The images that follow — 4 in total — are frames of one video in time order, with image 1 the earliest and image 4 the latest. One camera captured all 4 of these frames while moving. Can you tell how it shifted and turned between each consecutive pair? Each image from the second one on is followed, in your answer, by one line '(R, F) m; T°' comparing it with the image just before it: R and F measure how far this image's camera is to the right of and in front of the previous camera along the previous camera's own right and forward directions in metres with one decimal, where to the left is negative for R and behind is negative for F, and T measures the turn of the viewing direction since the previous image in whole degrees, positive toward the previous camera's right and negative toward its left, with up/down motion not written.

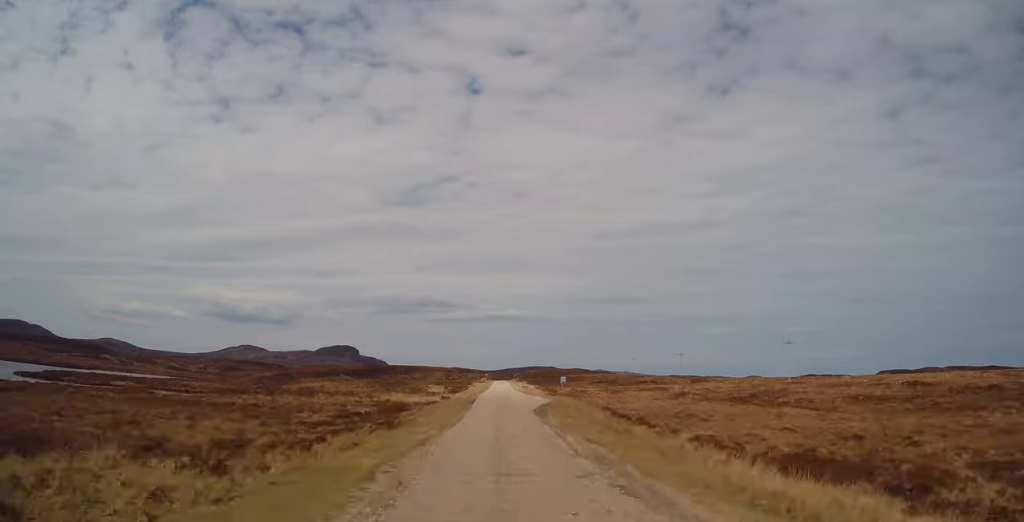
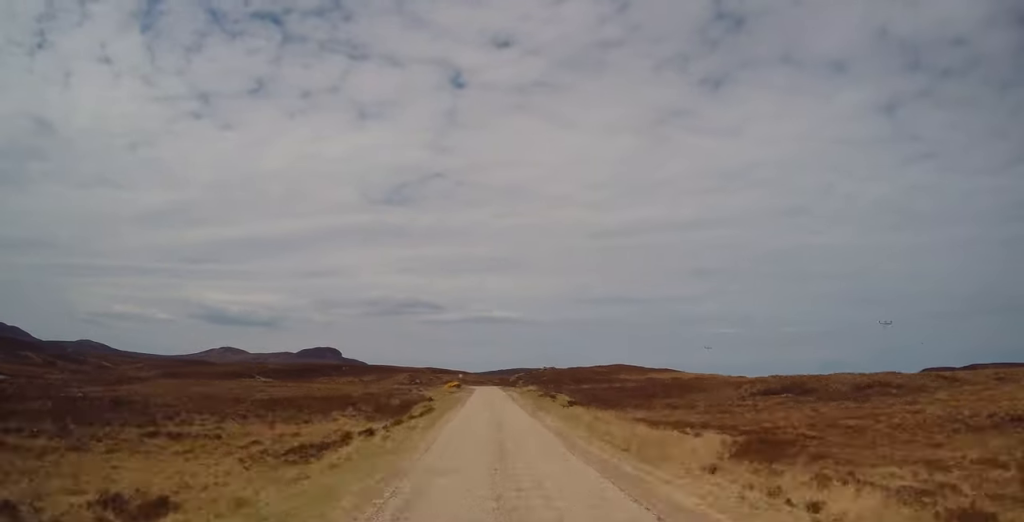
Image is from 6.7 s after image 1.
(-1.4, +106.7) m; -1°
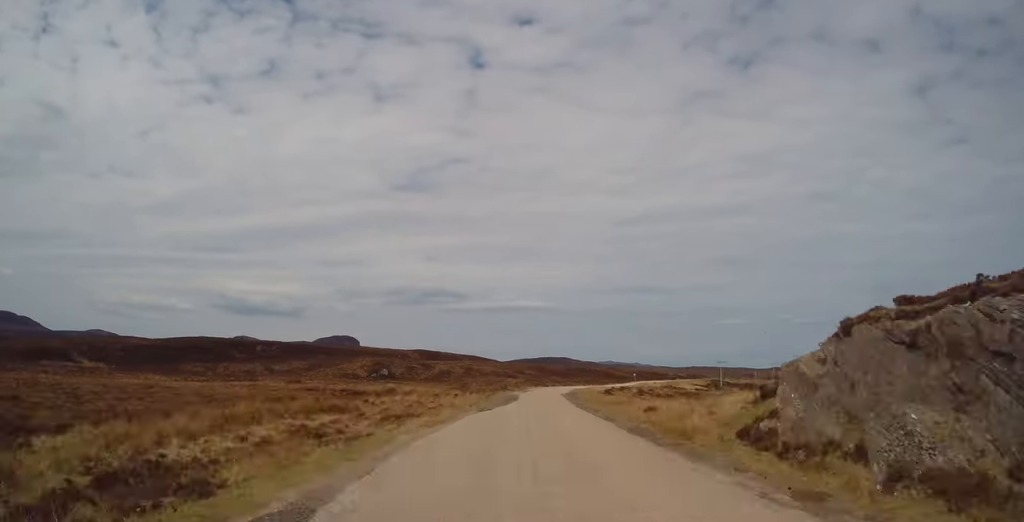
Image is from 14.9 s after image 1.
(+5.2, +126.8) m; +8°
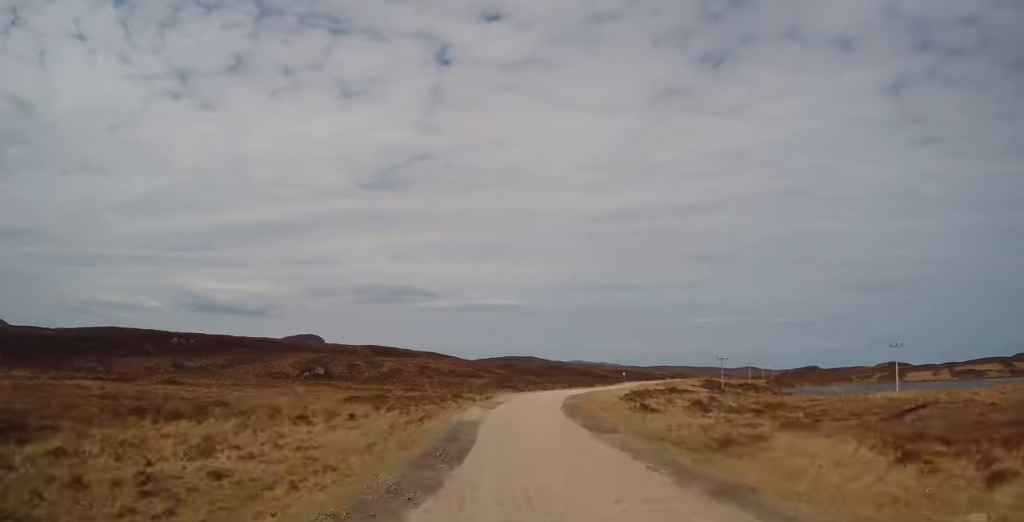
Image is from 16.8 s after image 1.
(+0.8, +27.9) m; +3°
